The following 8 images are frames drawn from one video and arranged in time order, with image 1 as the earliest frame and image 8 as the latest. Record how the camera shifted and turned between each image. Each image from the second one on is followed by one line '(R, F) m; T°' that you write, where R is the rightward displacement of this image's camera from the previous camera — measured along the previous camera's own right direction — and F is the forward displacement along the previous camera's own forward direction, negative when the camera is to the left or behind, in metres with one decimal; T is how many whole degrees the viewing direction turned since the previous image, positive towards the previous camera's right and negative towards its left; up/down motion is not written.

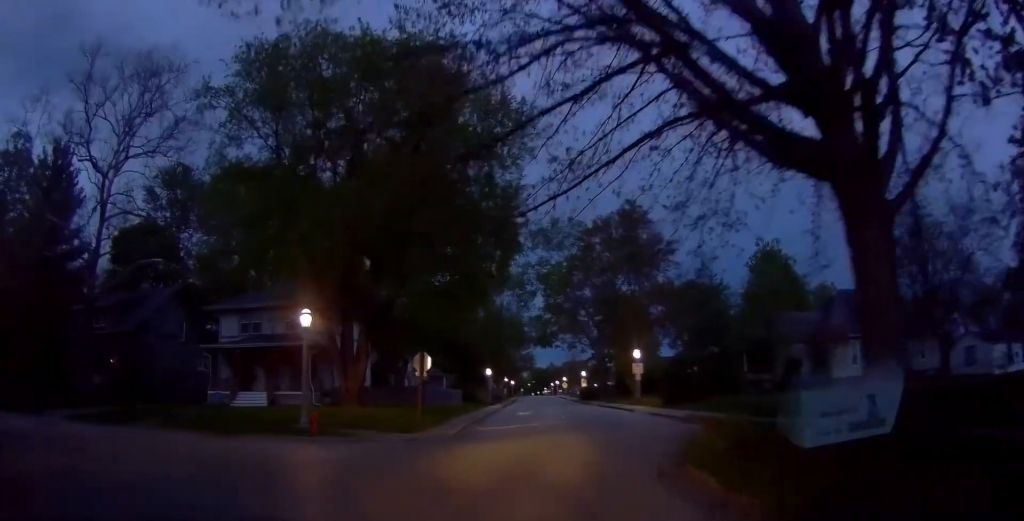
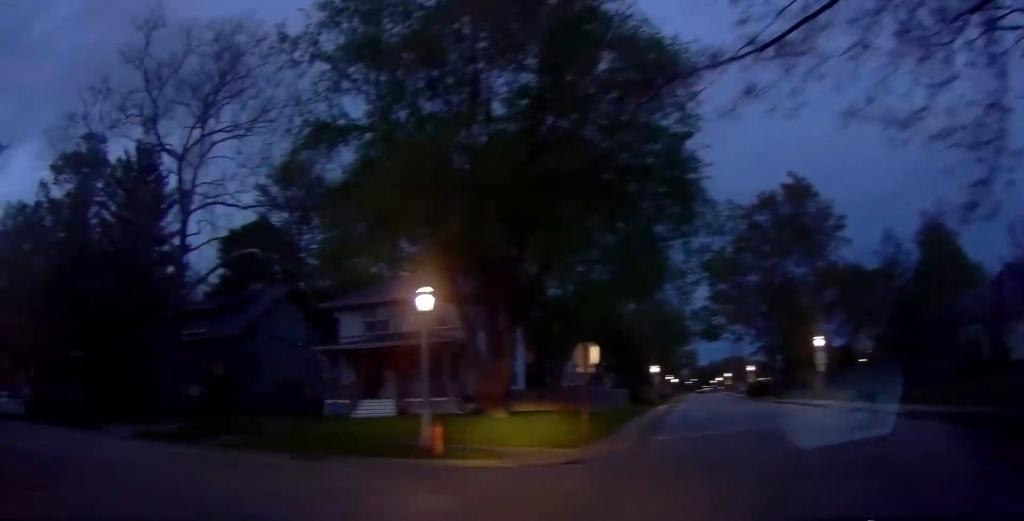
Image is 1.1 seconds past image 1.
(-0.9, +4.5) m; -14°
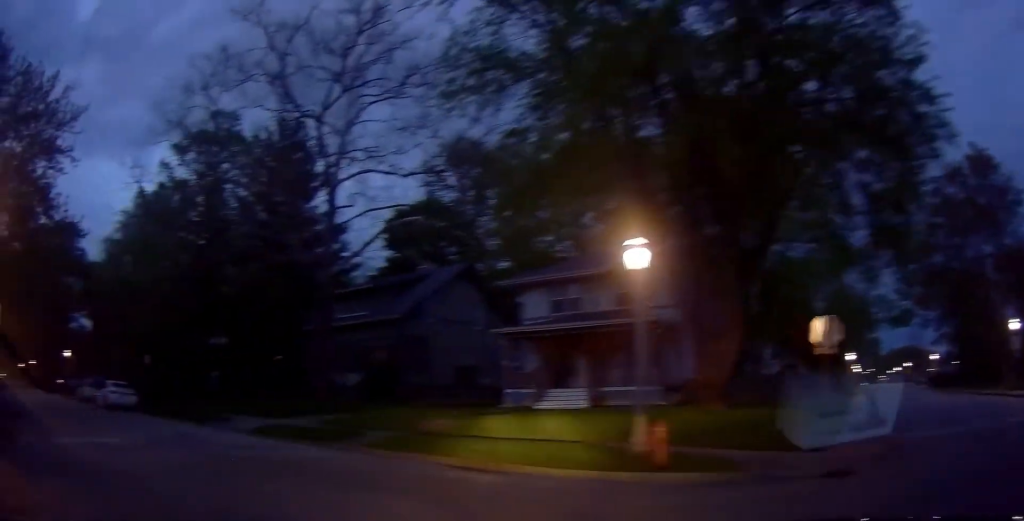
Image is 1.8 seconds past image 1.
(+0.1, +3.5) m; -9°
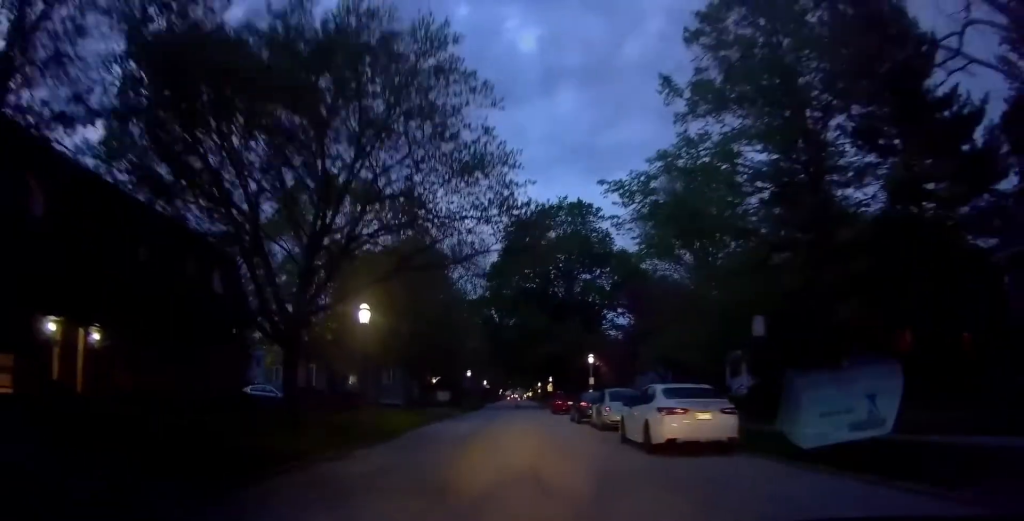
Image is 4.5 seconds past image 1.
(-9.4, +11.4) m; -50°
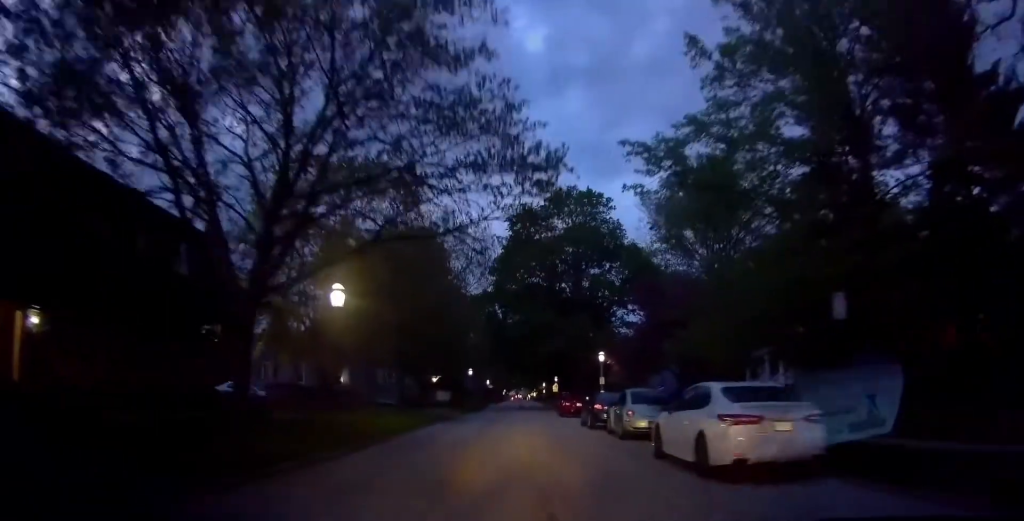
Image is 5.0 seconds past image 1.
(0.0, +3.3) m; -3°
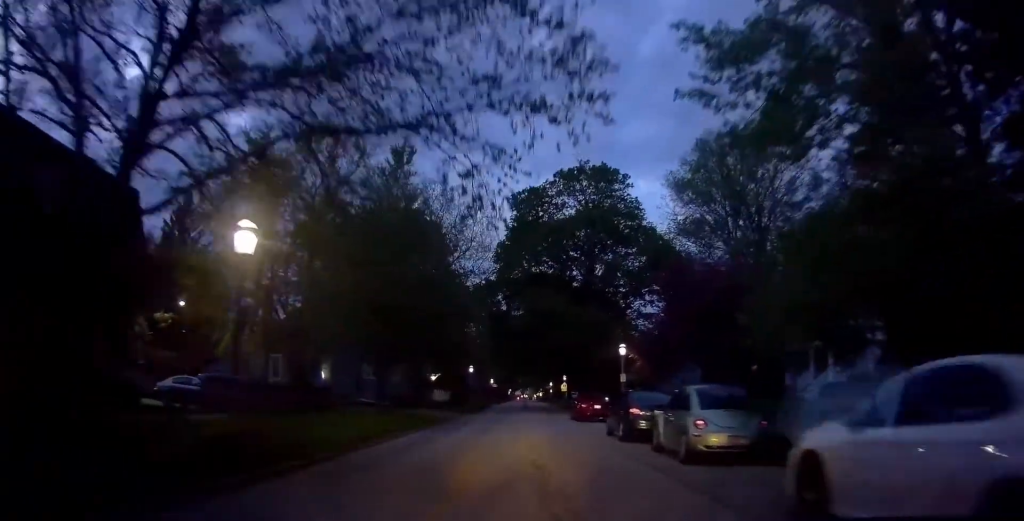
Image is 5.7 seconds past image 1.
(+0.2, +5.4) m; -10°
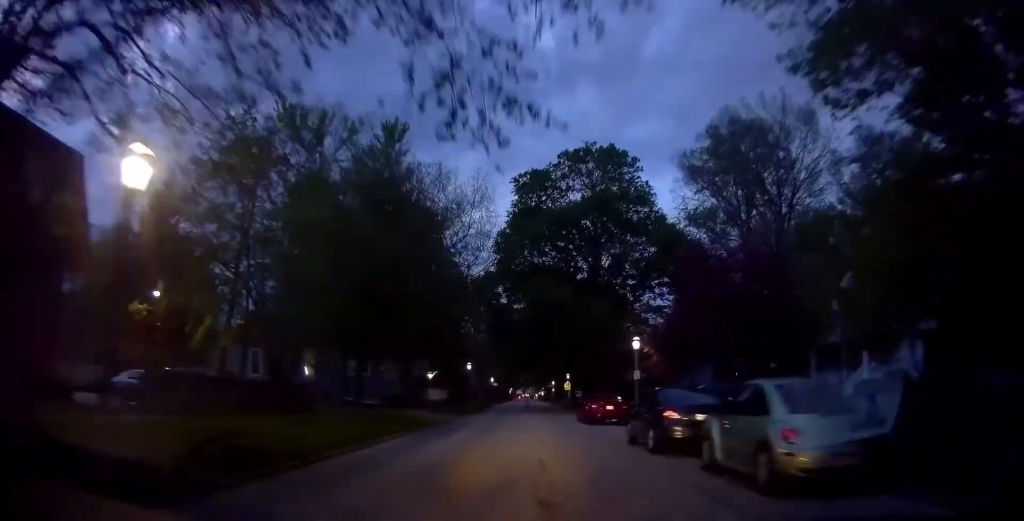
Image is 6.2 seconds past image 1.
(-0.6, +3.5) m; -3°
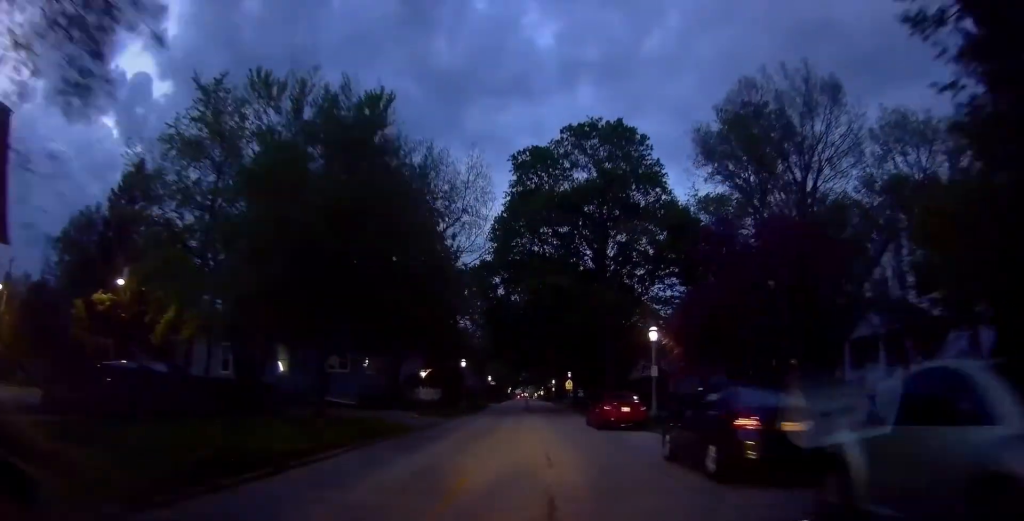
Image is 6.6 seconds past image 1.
(-0.6, +3.9) m; -3°
